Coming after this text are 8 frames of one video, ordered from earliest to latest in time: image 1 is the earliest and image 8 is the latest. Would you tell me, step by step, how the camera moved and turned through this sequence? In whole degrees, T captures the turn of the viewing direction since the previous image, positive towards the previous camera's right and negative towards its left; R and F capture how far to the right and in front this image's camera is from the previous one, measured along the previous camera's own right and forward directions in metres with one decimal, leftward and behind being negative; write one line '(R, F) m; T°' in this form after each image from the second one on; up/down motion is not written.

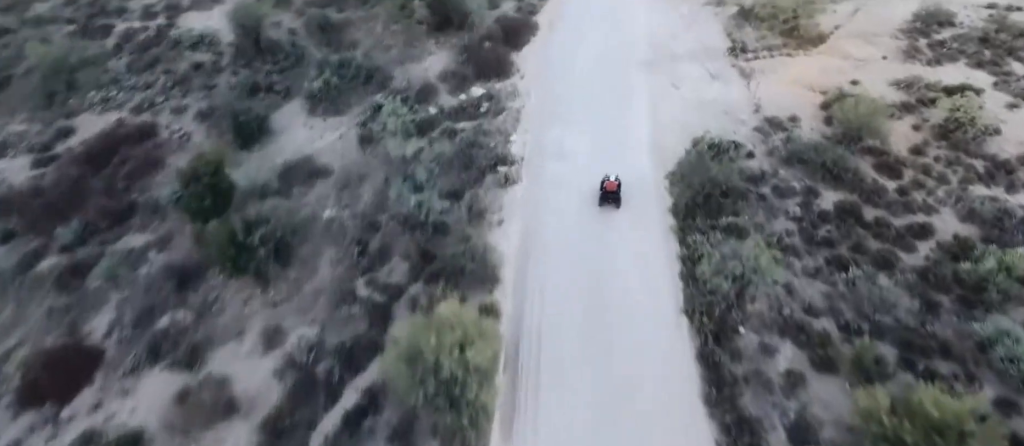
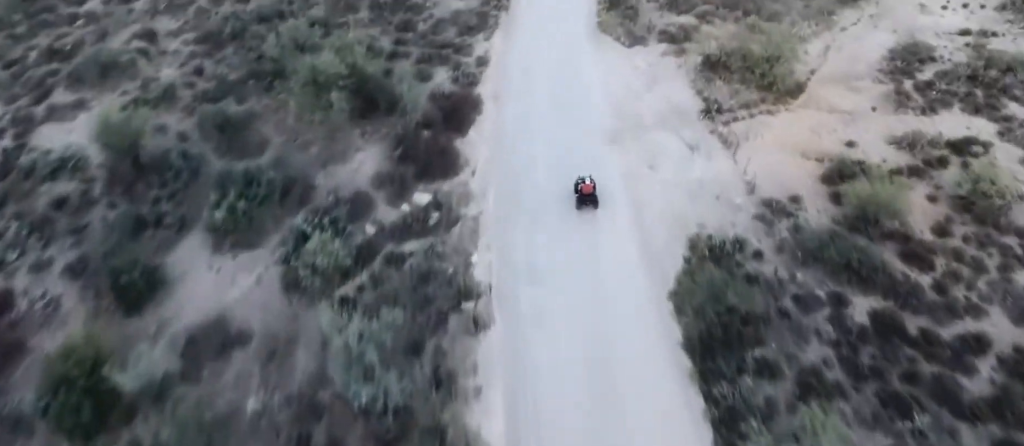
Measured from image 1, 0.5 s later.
(-0.1, +11.8) m; +4°
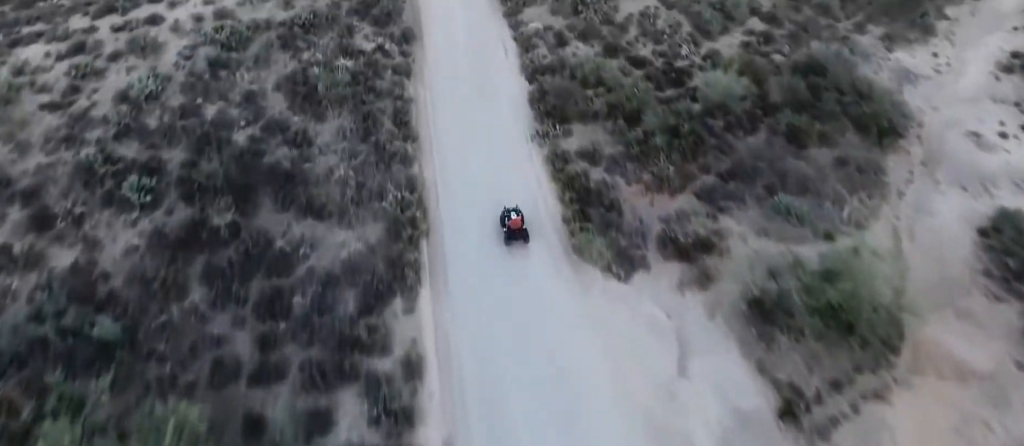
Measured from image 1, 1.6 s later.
(+2.4, +22.1) m; +9°
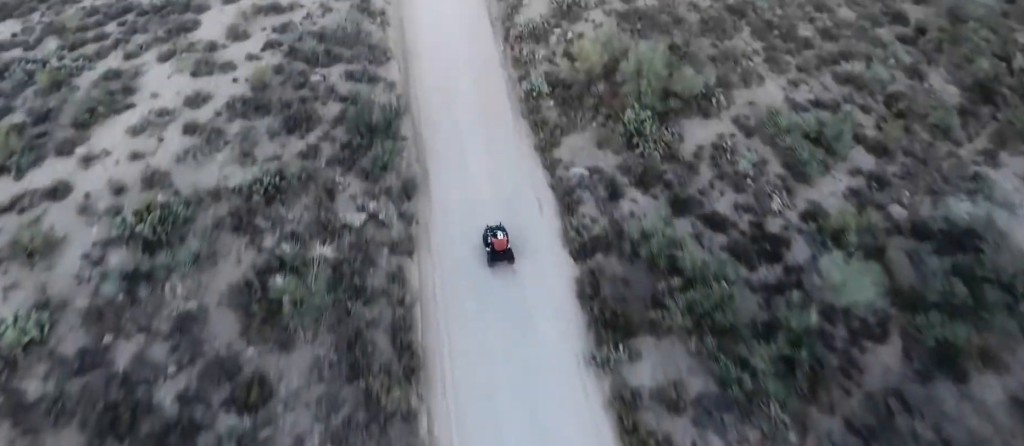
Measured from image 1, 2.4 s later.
(+0.3, +12.3) m; +1°
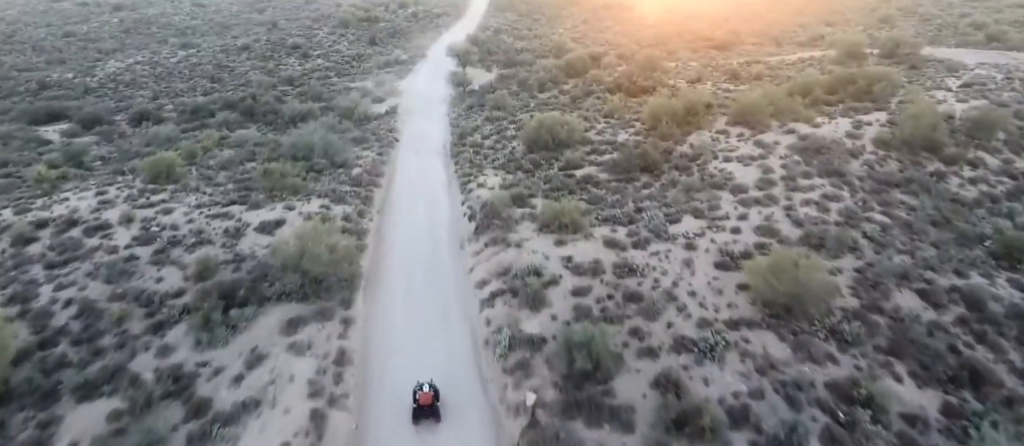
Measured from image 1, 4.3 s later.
(-0.3, +26.3) m; -5°
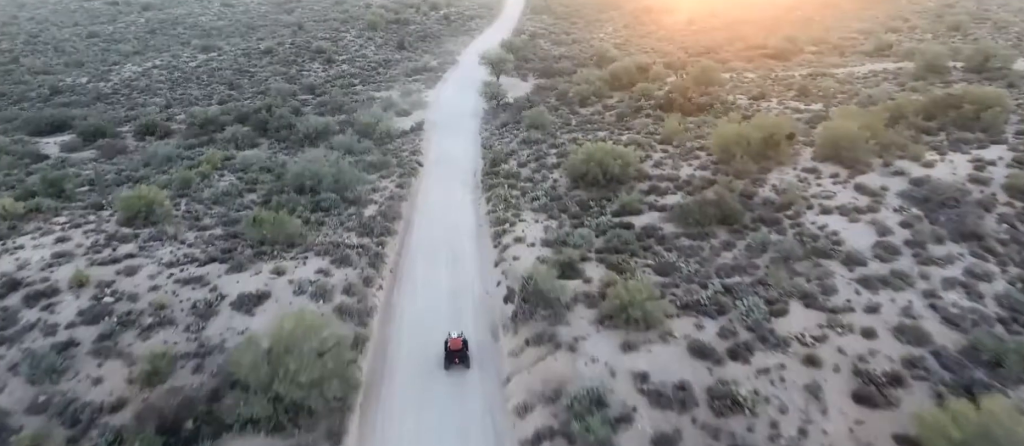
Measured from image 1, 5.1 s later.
(-0.5, +11.8) m; -3°
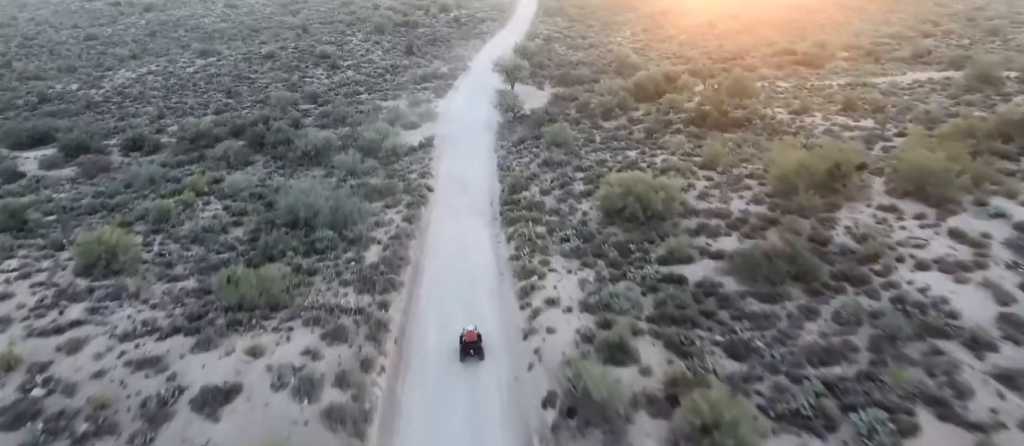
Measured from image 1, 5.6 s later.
(-0.5, +8.1) m; -1°
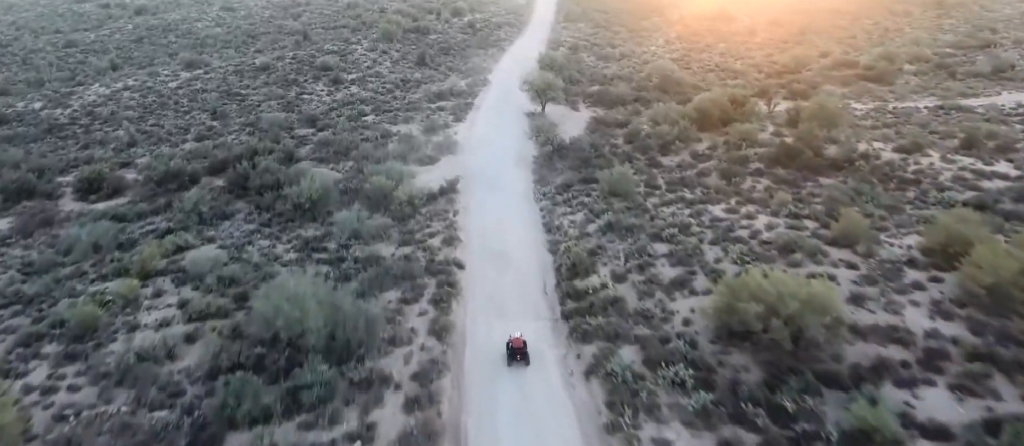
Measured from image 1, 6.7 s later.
(+0.7, +19.8) m; +3°
